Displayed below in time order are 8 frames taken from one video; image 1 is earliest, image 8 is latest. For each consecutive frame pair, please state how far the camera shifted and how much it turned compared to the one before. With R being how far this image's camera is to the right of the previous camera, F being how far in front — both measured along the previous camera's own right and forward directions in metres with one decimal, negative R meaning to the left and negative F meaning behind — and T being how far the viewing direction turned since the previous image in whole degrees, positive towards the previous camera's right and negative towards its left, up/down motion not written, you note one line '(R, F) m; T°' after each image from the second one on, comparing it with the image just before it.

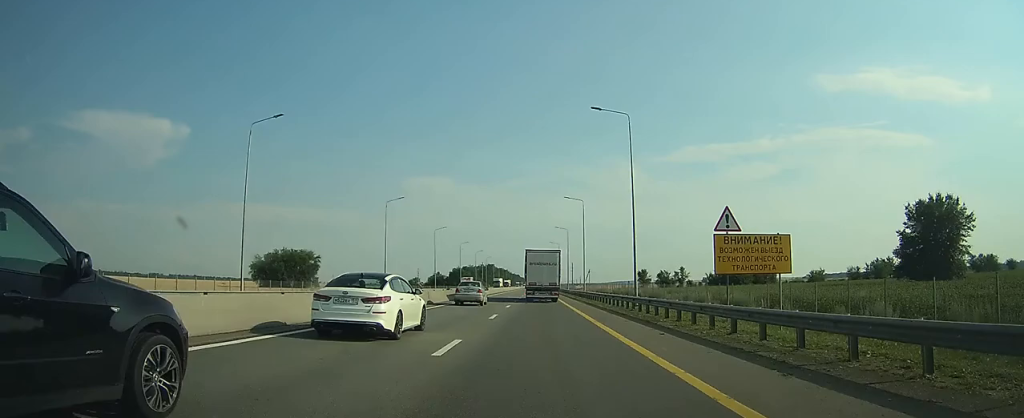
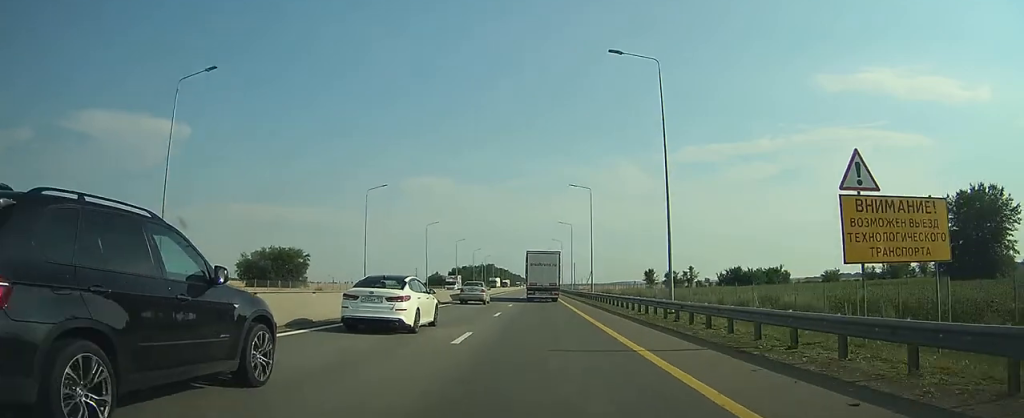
(0.0, +9.8) m; 0°
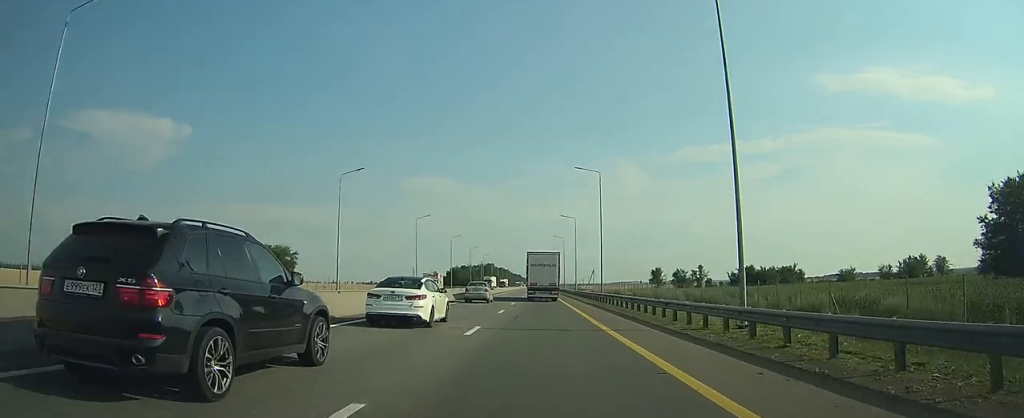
(0.0, +9.7) m; 0°
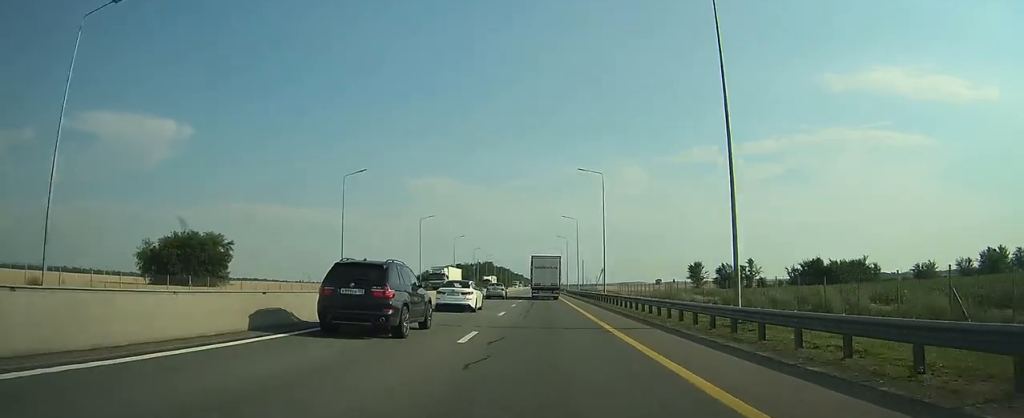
(+0.2, +38.1) m; 0°
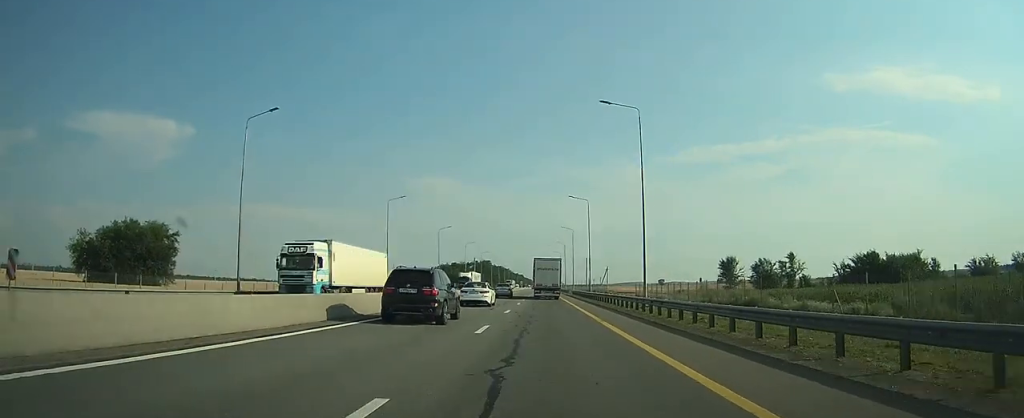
(-0.1, +21.5) m; 0°
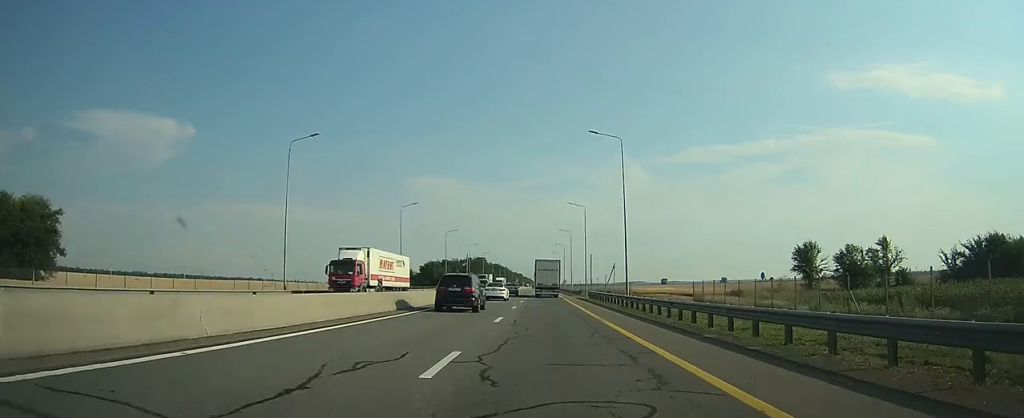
(-0.2, +31.3) m; -1°
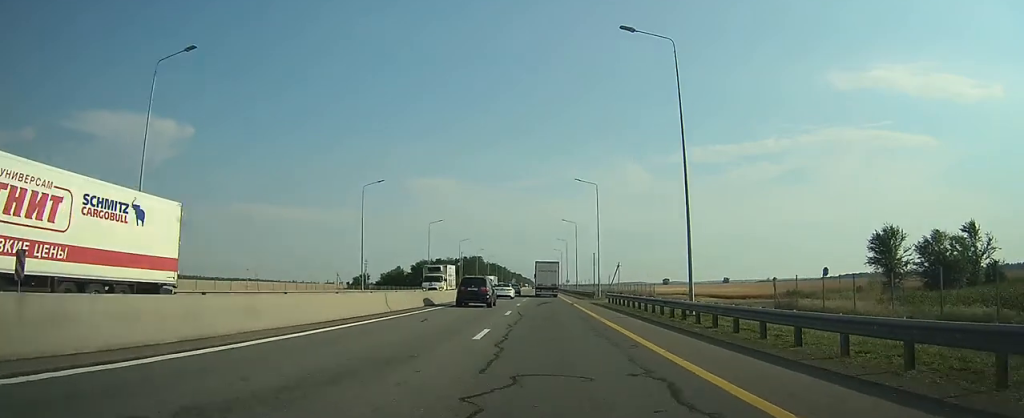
(0.0, +18.3) m; 0°
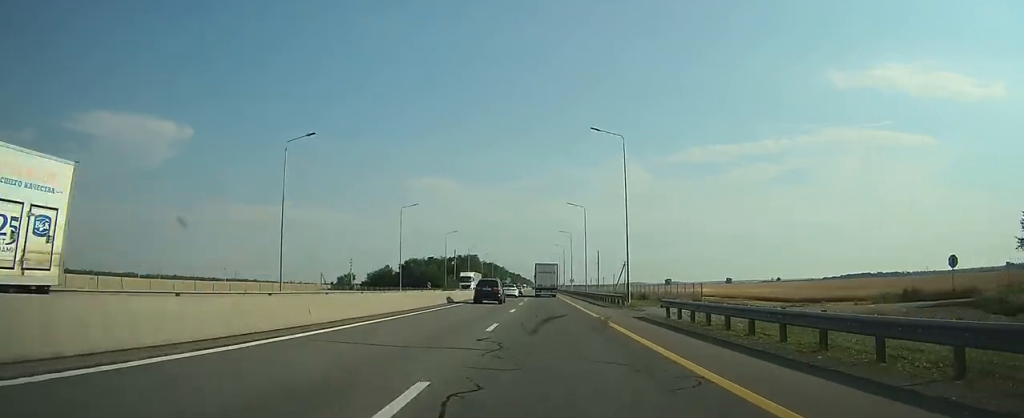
(0.0, +20.9) m; 0°
